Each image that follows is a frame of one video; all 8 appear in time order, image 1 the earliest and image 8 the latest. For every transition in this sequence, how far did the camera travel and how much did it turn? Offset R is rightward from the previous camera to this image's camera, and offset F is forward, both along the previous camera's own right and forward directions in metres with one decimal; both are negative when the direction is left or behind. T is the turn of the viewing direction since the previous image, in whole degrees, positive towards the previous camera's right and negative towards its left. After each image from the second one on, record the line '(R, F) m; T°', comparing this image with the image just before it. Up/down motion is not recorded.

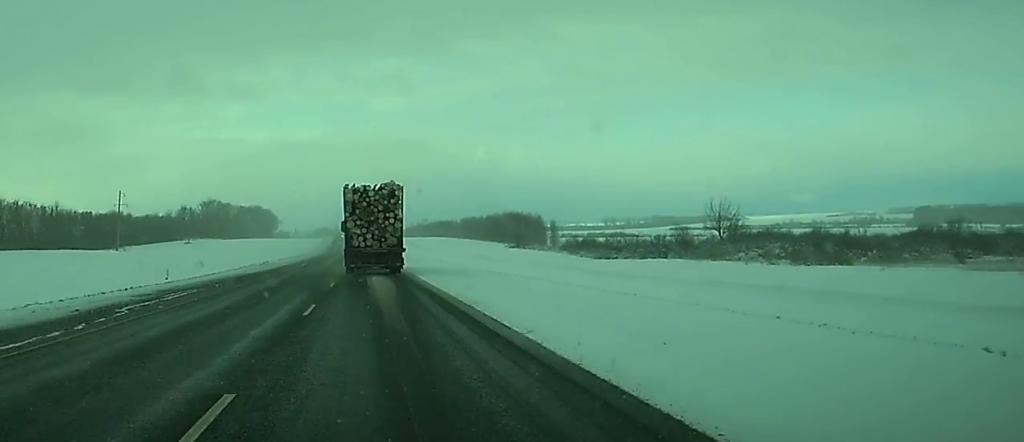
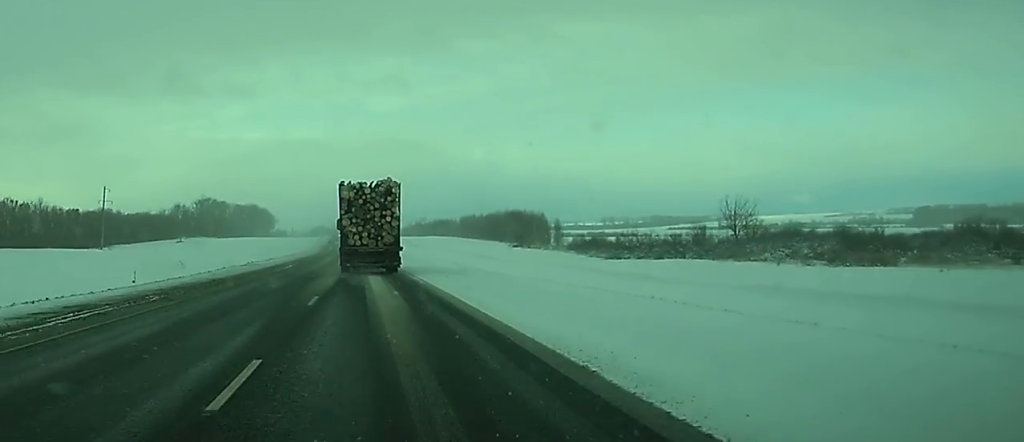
(0.0, +10.0) m; 0°
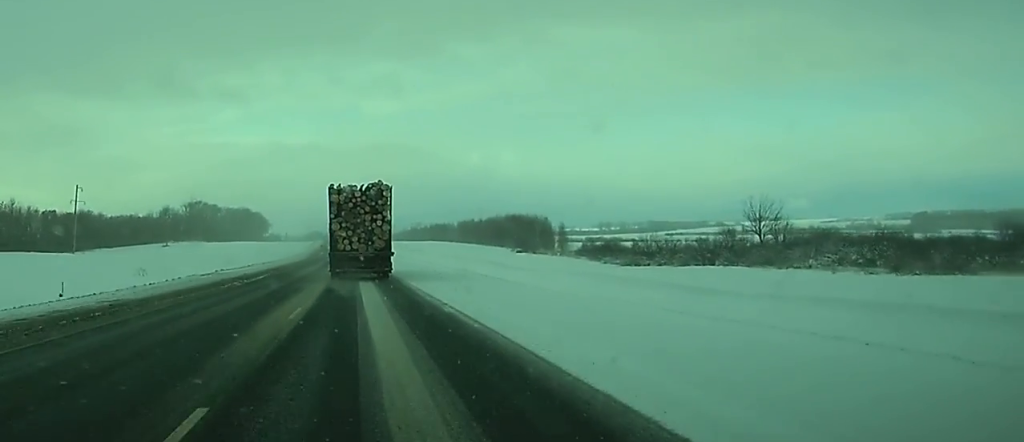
(0.0, +15.3) m; 0°
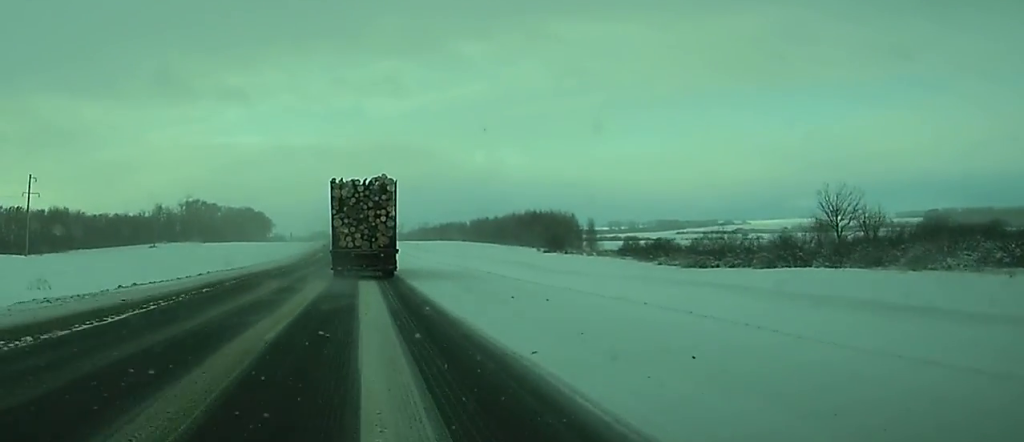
(-0.1, +28.2) m; 0°
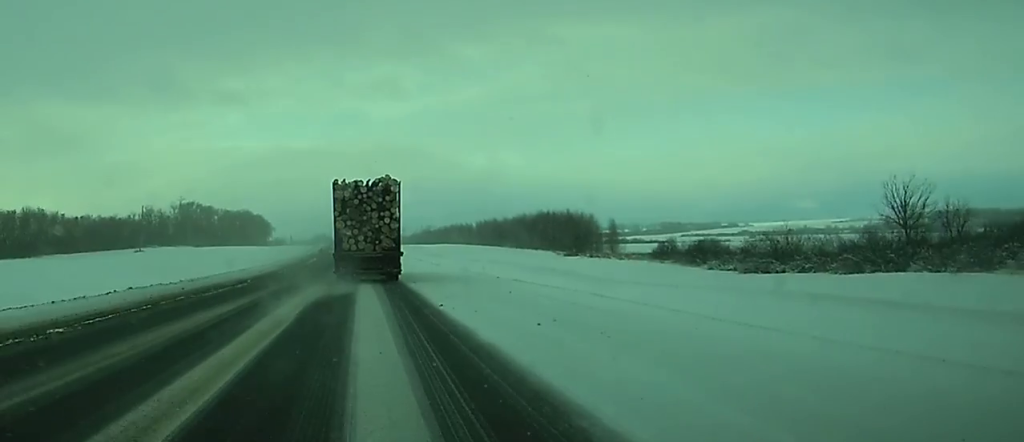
(0.0, +20.3) m; 0°
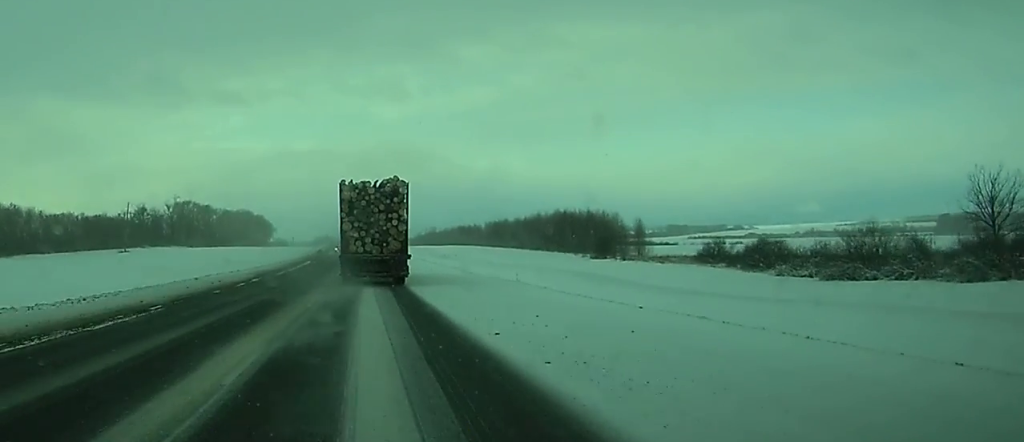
(0.0, +20.0) m; 0°
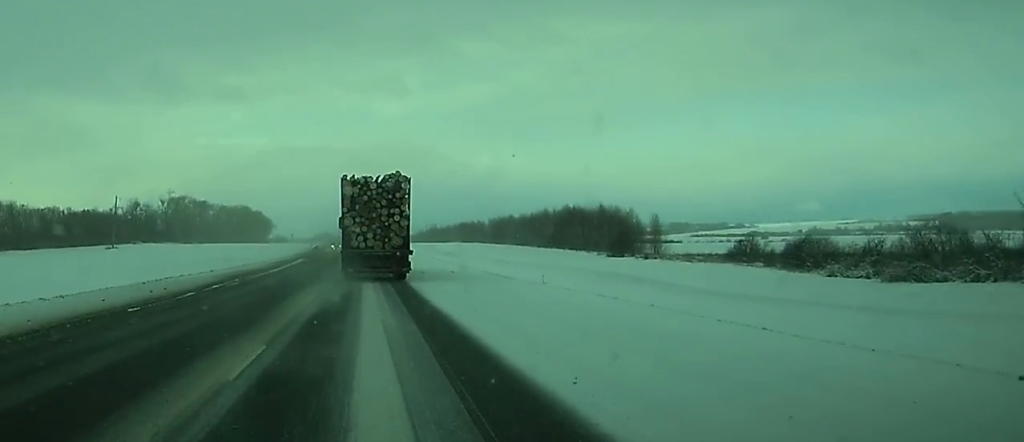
(-0.1, +12.0) m; 0°
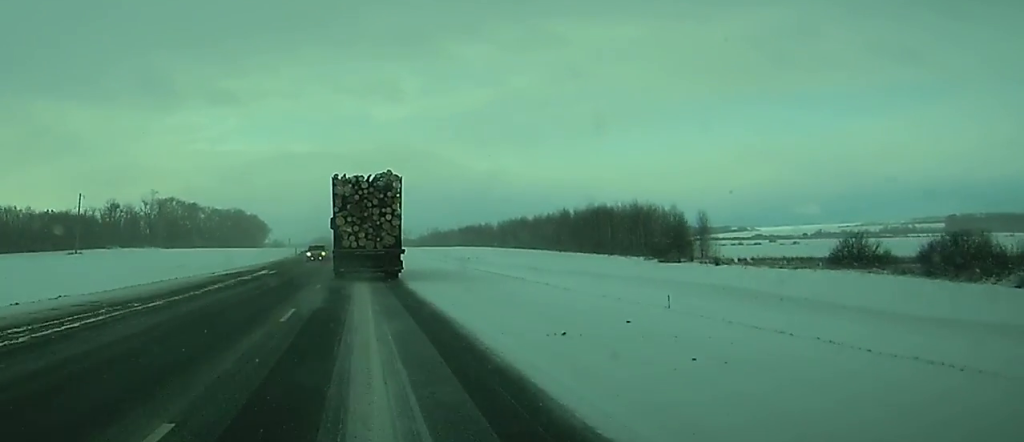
(-0.1, +29.6) m; 0°
